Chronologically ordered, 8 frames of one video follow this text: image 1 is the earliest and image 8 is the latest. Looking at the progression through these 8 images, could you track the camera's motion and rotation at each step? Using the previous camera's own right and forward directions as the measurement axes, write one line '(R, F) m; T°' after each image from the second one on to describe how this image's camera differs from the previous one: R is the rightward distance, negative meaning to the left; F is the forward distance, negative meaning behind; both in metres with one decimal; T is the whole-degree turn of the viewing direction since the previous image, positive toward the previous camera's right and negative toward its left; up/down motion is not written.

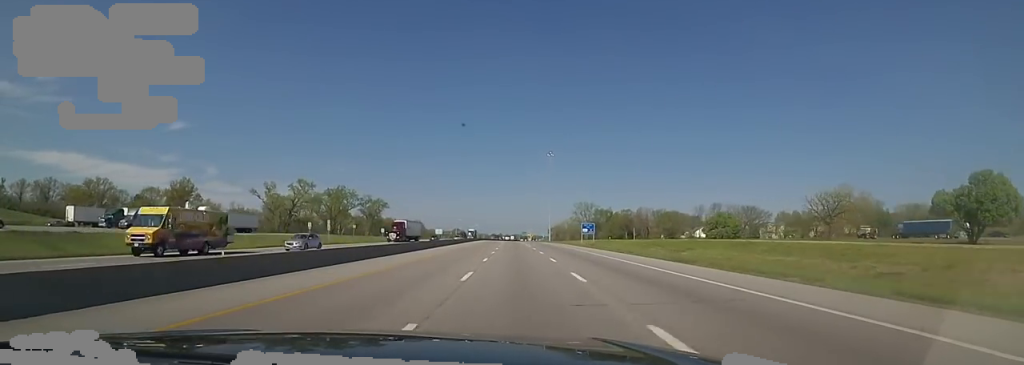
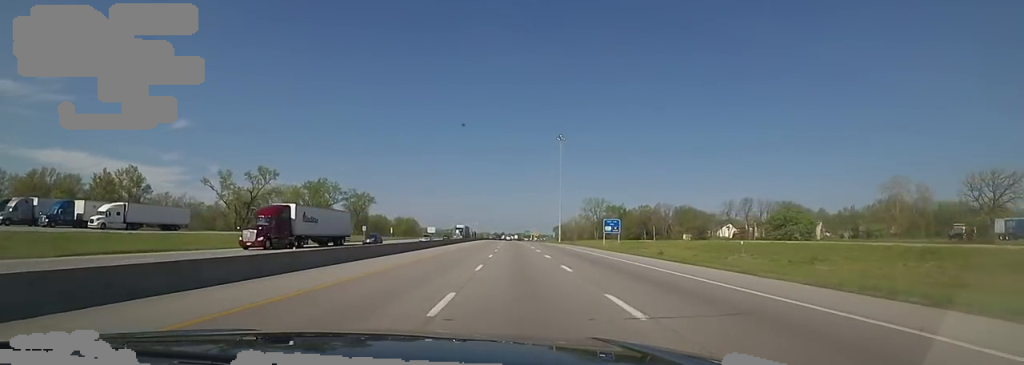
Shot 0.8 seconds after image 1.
(+1.0, +25.5) m; 0°
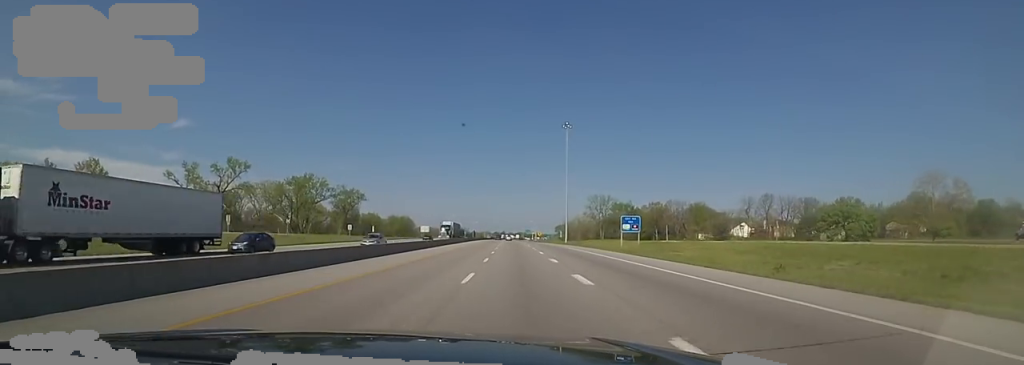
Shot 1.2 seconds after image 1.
(-0.5, +14.4) m; -1°
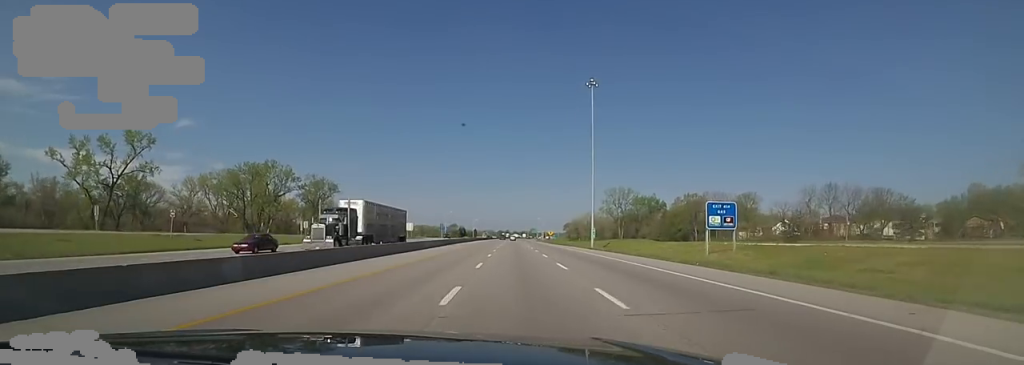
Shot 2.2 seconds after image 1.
(-0.8, +33.2) m; -1°
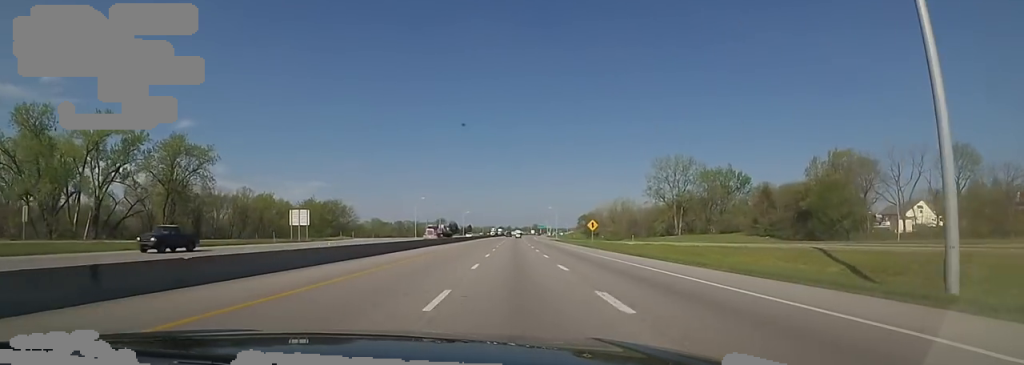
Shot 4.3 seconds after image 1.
(-0.7, +68.2) m; -1°
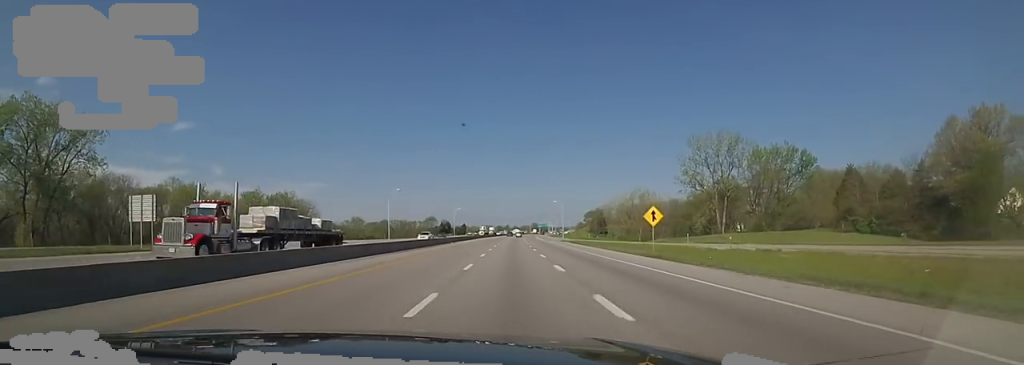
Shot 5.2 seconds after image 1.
(-0.1, +29.0) m; 0°
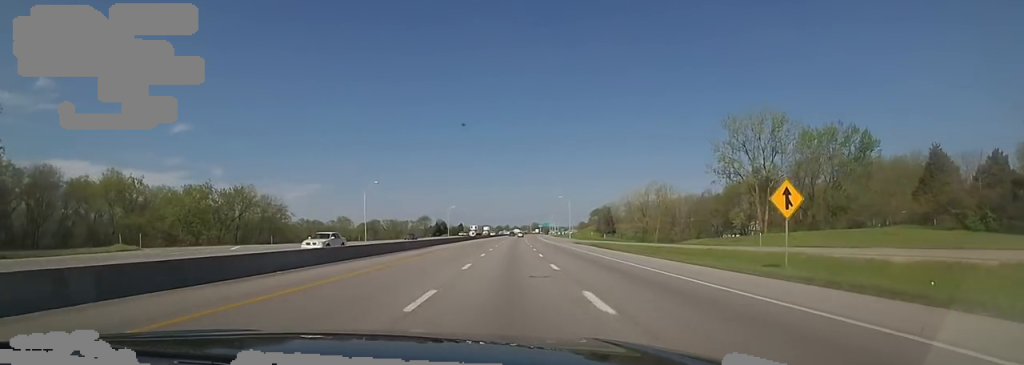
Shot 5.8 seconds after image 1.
(+0.2, +18.6) m; +1°
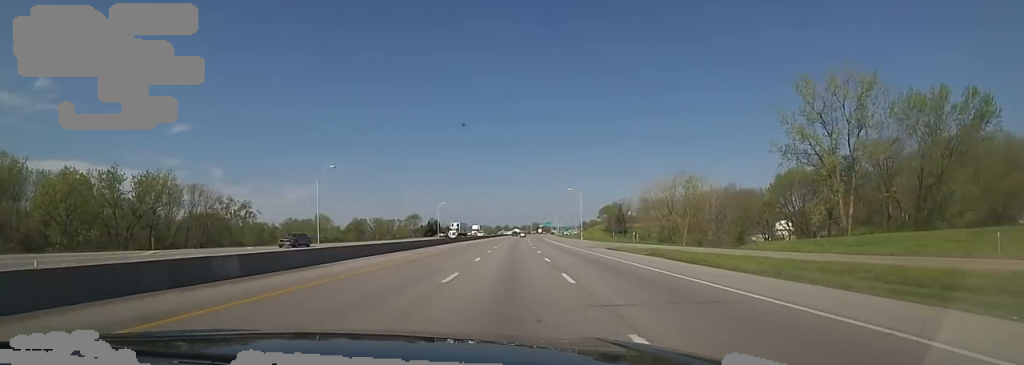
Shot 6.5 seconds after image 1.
(0.0, +24.8) m; 0°
